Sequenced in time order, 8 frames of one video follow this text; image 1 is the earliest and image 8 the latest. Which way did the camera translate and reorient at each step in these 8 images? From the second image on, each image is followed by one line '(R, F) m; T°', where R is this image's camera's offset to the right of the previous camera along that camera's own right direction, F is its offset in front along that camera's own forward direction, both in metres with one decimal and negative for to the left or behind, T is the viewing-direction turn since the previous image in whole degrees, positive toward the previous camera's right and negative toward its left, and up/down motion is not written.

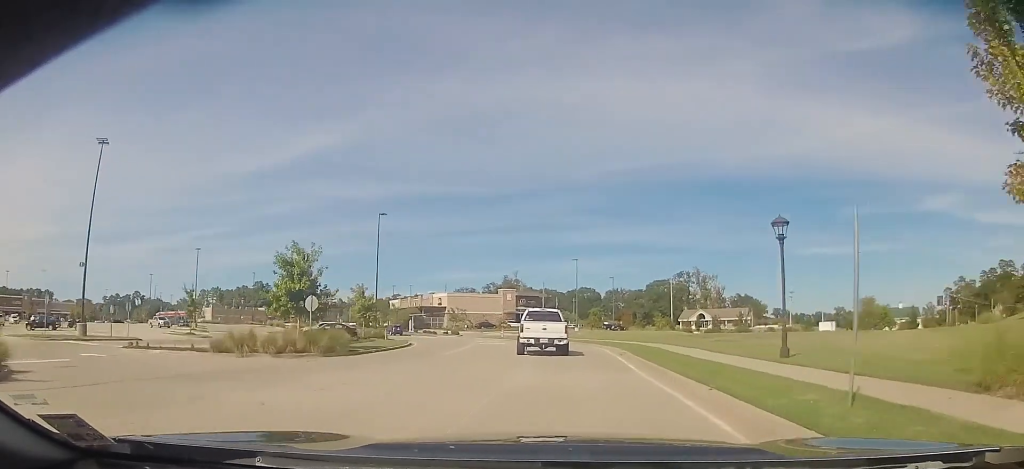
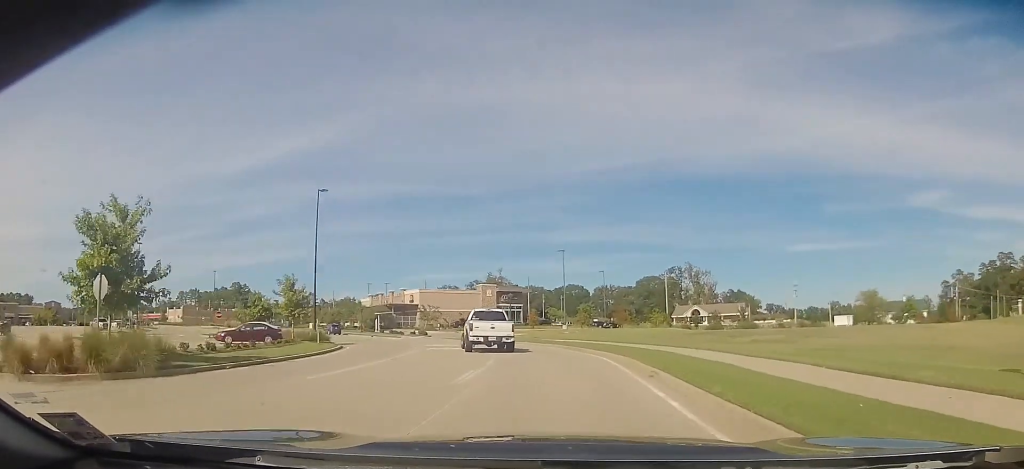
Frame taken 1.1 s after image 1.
(+0.6, +11.9) m; +7°
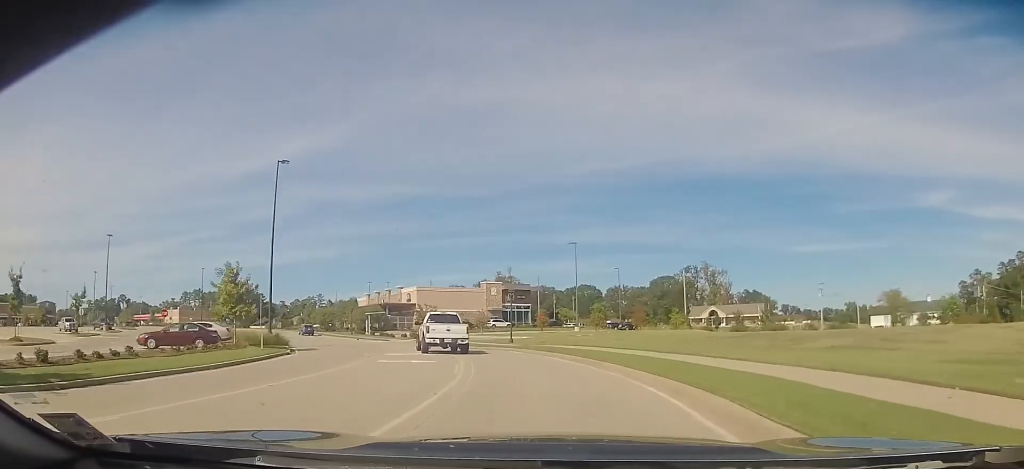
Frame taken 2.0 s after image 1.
(+0.6, +9.9) m; +5°
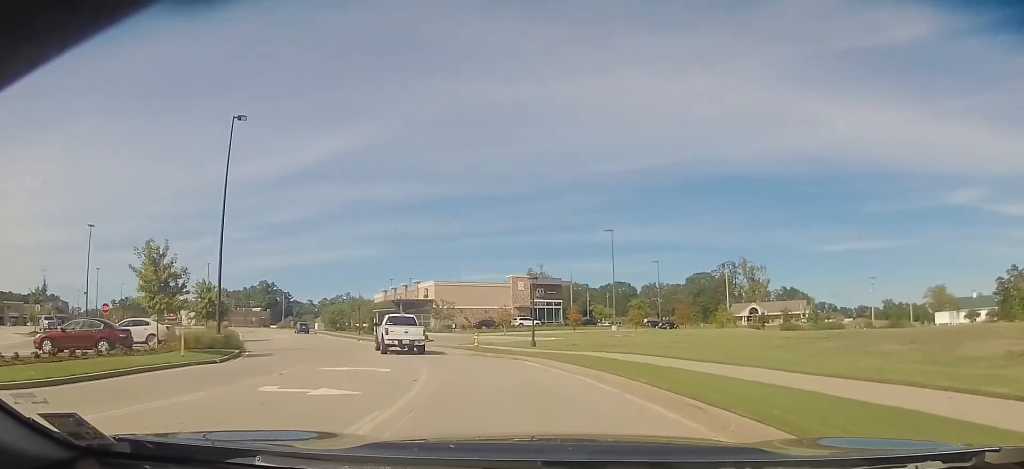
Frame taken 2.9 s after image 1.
(+0.5, +10.8) m; -1°
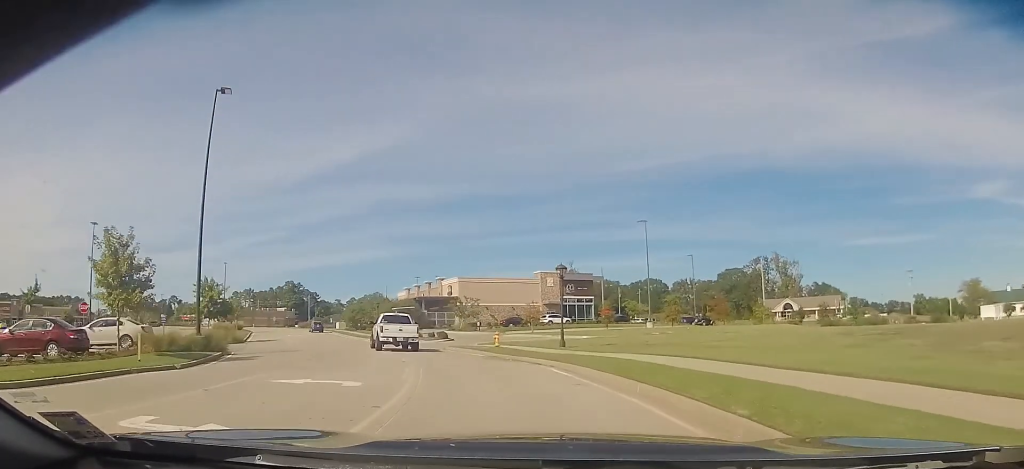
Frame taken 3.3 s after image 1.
(0.0, +4.9) m; -1°
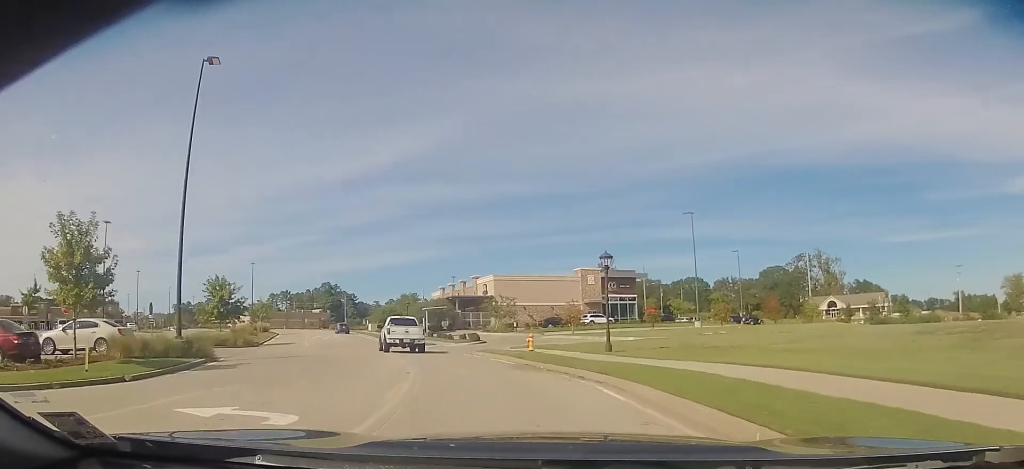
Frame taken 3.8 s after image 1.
(-0.3, +4.8) m; -2°
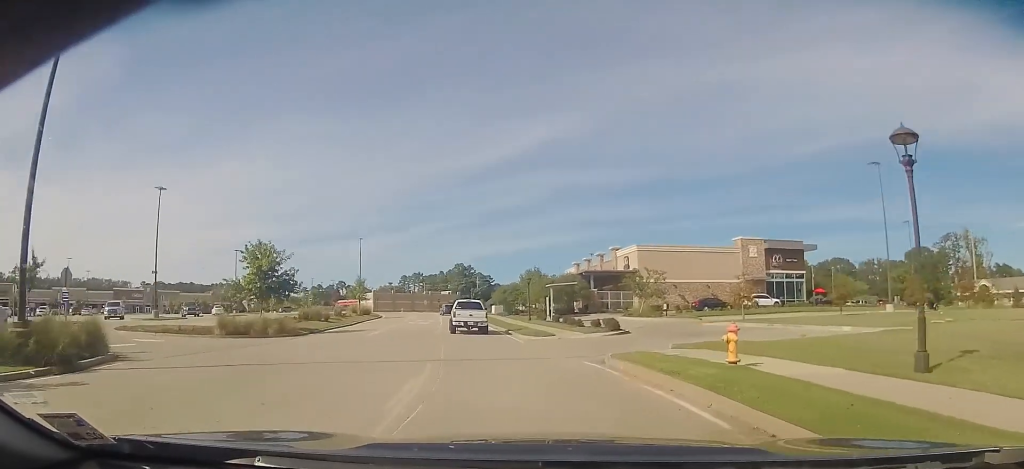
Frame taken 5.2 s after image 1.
(-0.7, +15.4) m; -14°
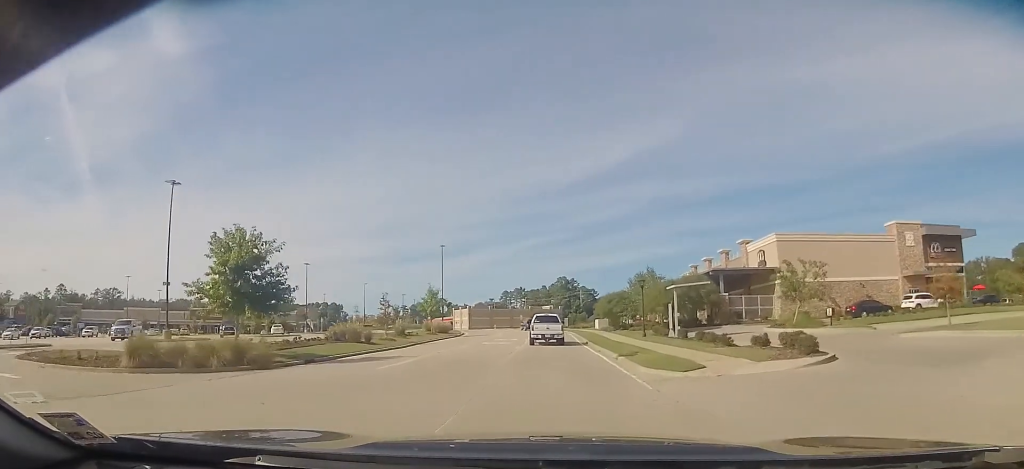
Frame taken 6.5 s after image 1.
(-2.7, +14.4) m; -11°
